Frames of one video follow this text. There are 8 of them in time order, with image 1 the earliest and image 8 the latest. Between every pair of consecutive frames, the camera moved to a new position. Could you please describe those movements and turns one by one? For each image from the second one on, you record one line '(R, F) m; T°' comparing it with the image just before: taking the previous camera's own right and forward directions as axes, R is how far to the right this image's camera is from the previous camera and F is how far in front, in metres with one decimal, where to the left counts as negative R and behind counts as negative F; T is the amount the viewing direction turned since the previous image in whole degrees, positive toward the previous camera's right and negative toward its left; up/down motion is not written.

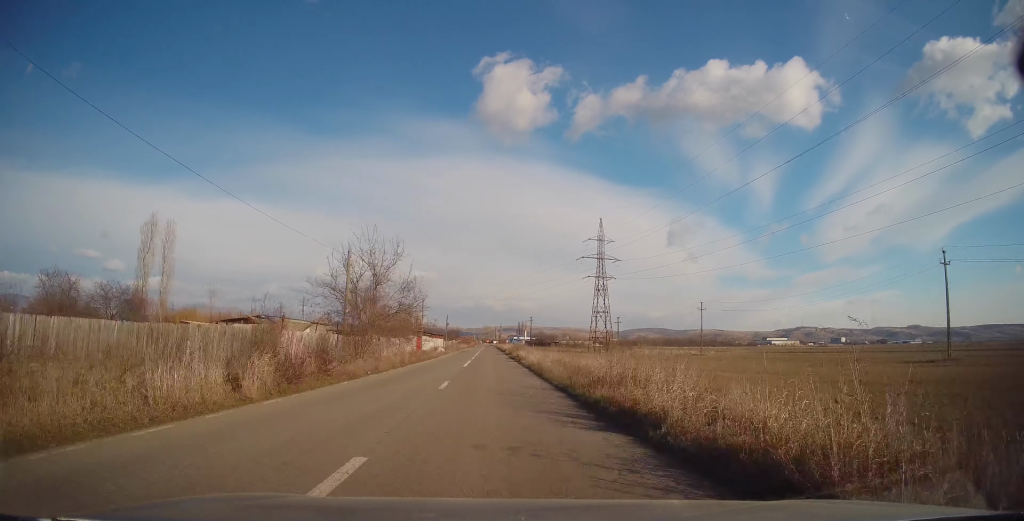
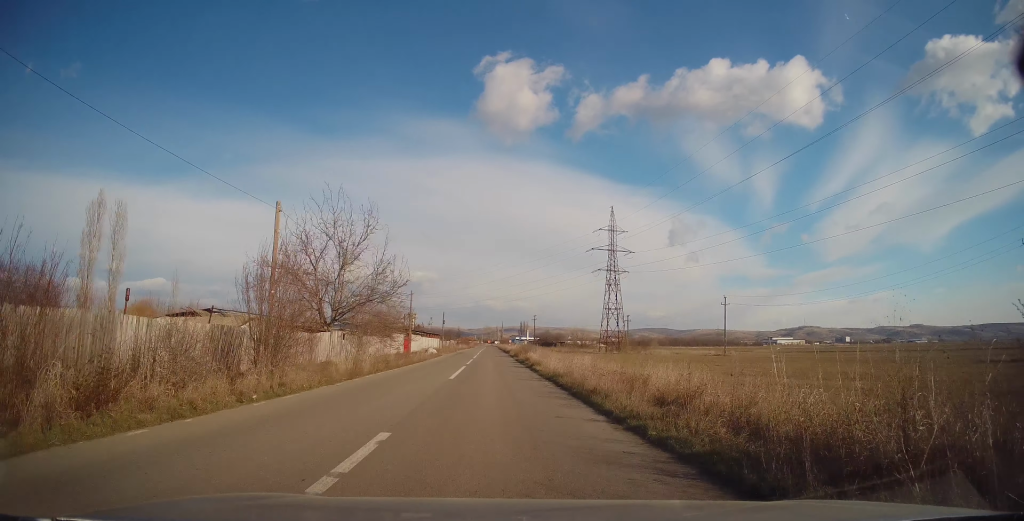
(+0.2, +10.8) m; 0°
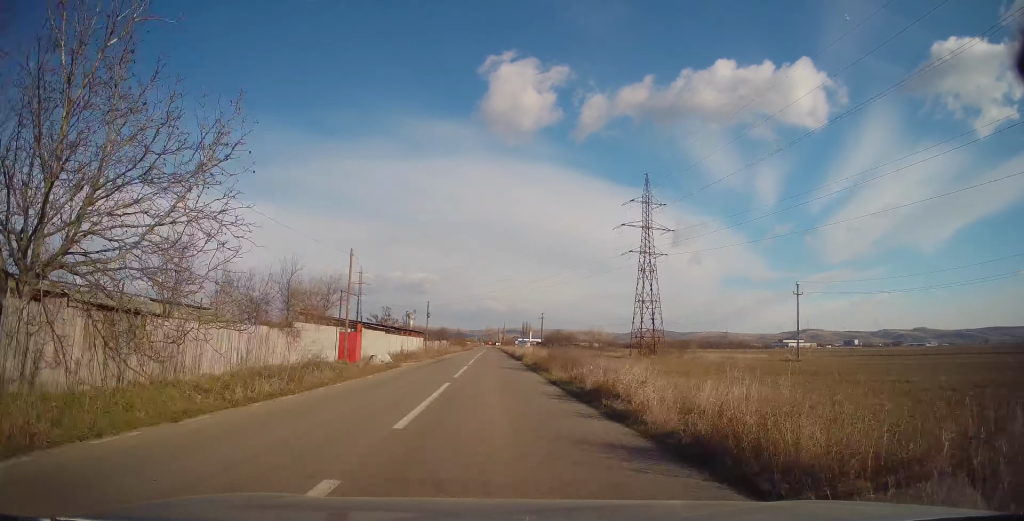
(0.0, +23.5) m; -1°
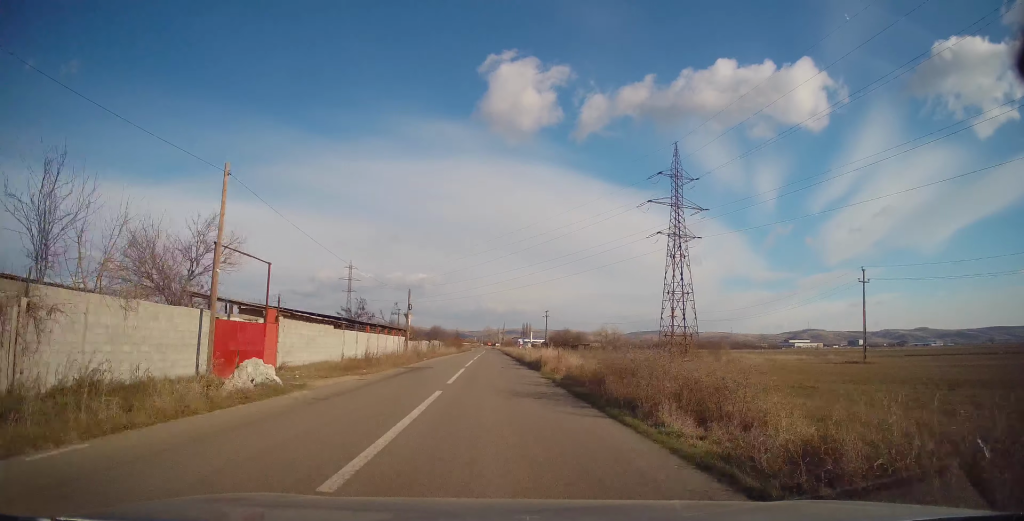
(-0.1, +15.1) m; -1°
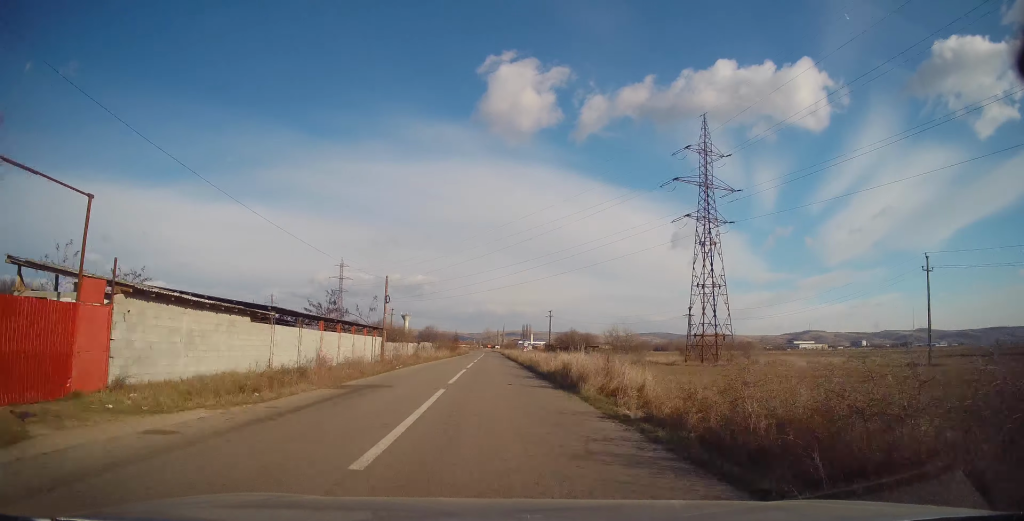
(-0.1, +11.5) m; 0°
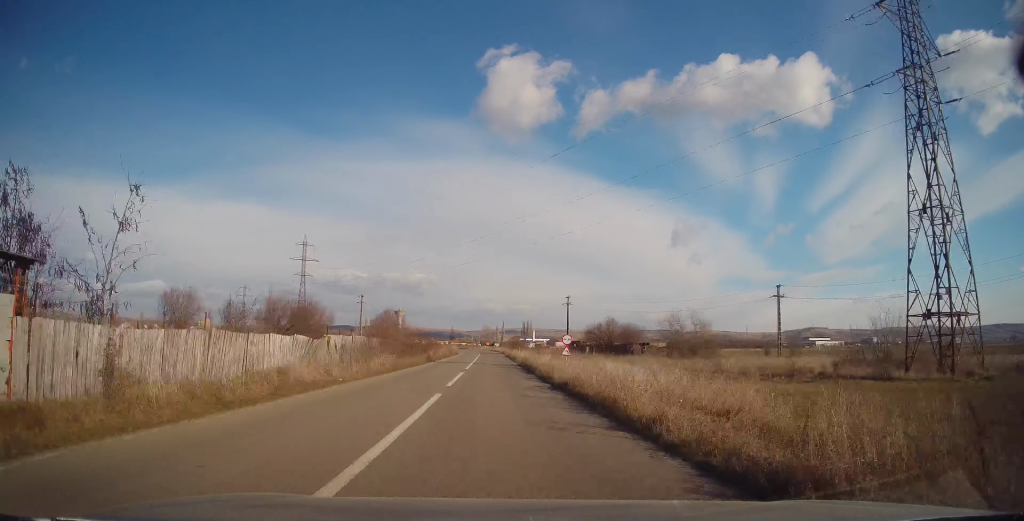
(-0.1, +36.6) m; 0°
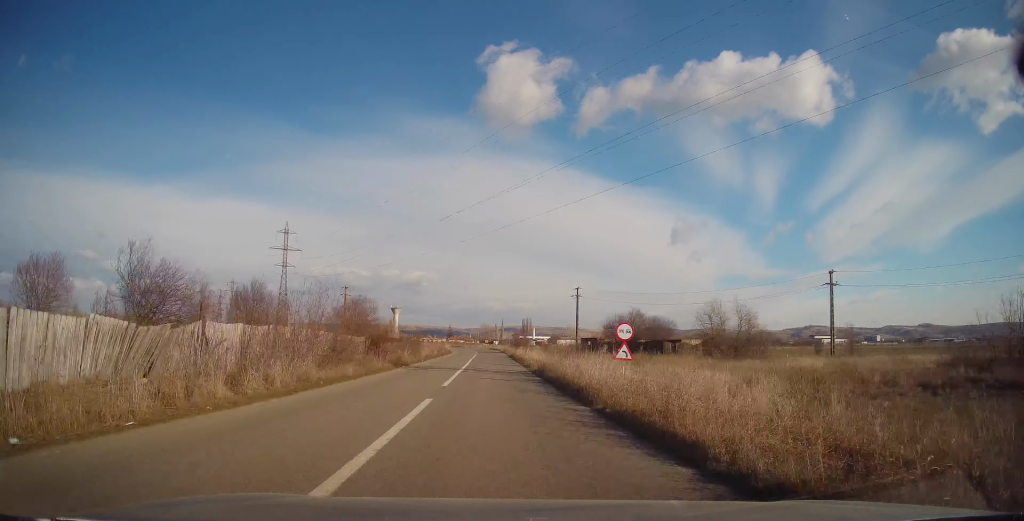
(-0.1, +13.3) m; +1°
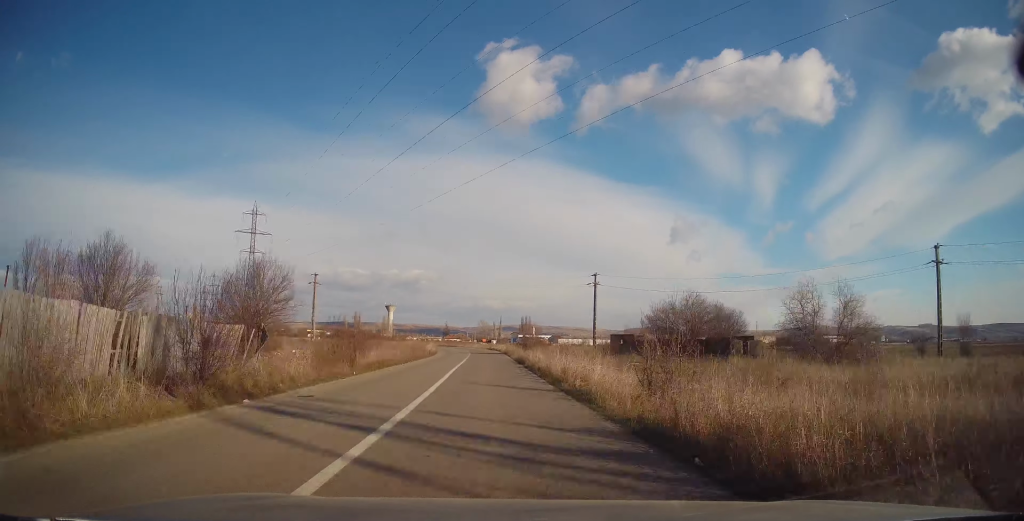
(+0.2, +18.2) m; +1°
